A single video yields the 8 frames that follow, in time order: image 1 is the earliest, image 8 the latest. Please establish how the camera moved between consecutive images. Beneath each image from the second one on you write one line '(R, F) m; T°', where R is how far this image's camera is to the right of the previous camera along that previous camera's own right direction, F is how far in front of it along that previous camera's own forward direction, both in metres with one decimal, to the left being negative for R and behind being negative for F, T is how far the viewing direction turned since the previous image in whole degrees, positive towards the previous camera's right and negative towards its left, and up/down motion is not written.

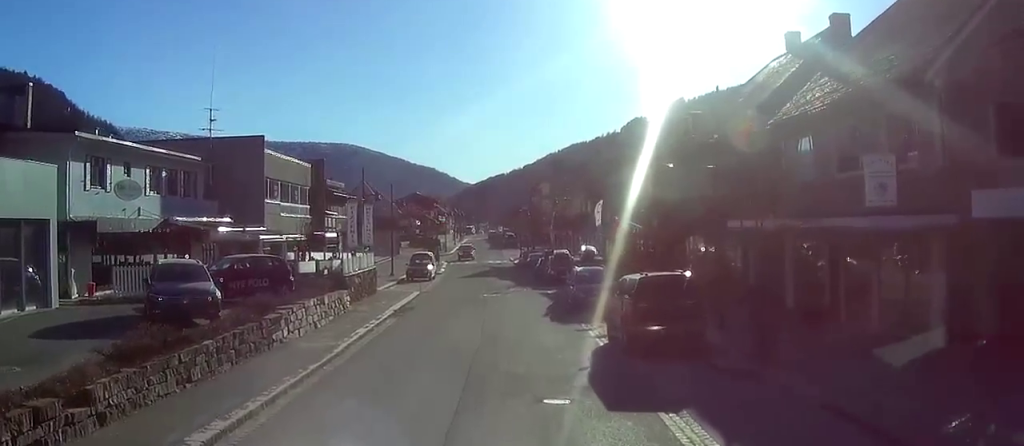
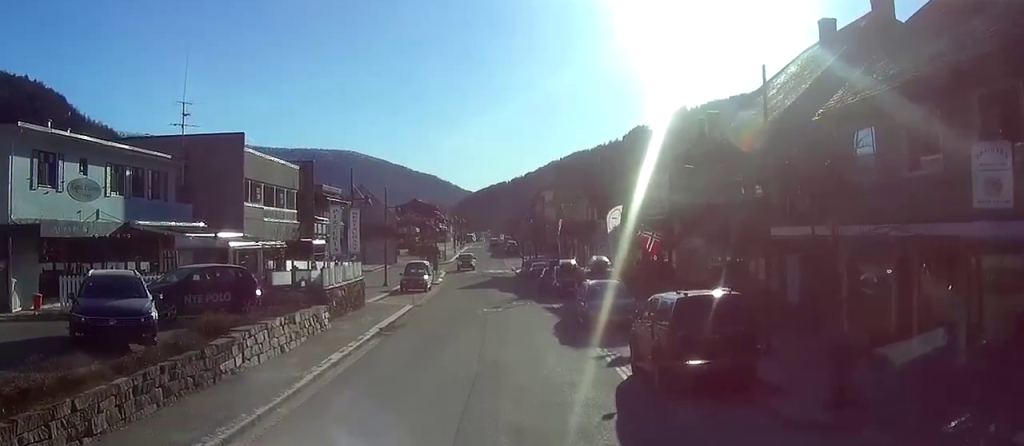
(+0.2, +5.2) m; +4°
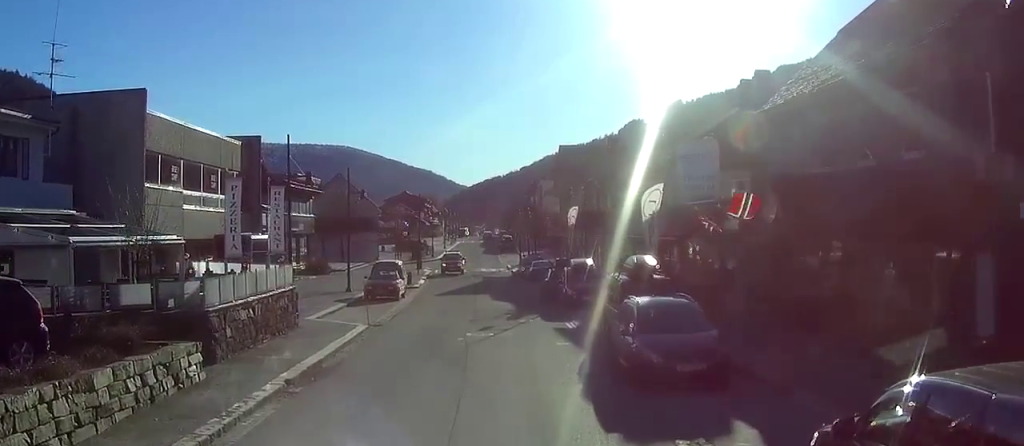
(+1.0, +14.6) m; +3°
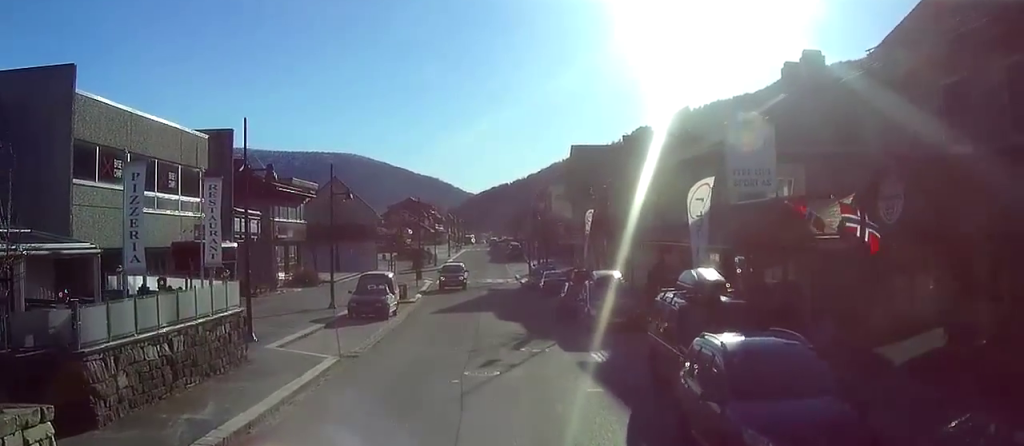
(-0.2, +7.4) m; -3°
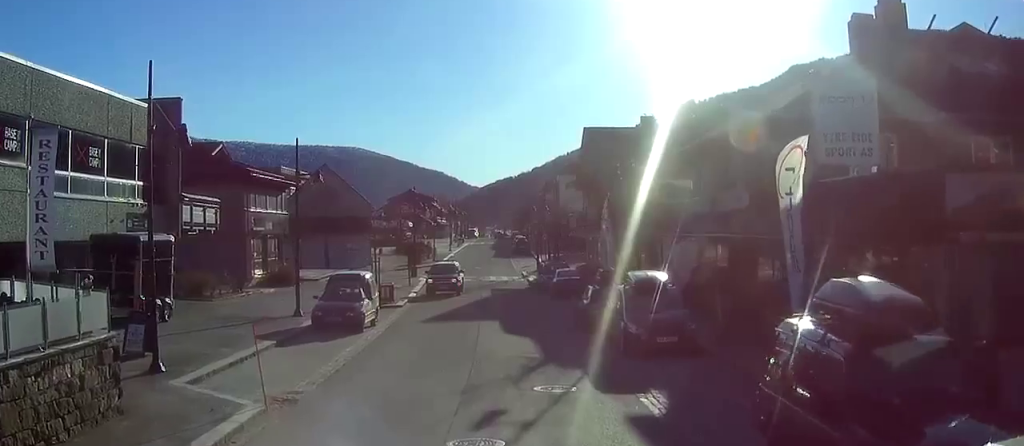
(-0.2, +8.1) m; -2°
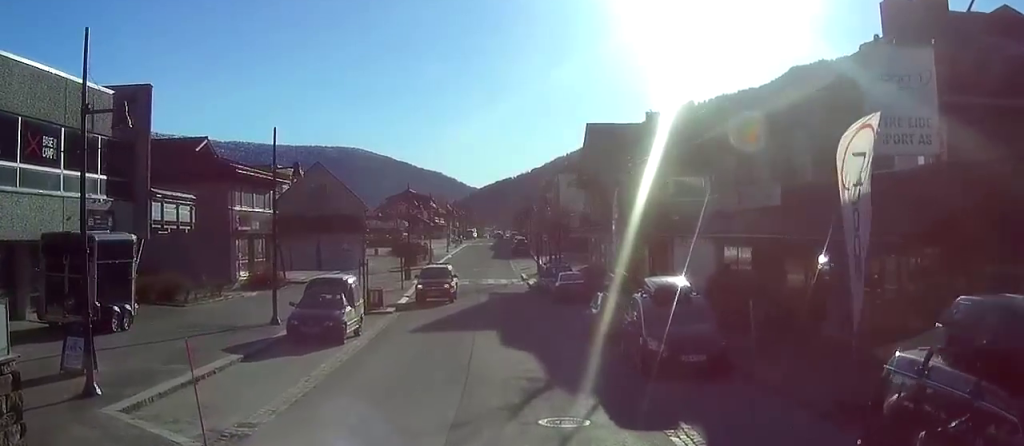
(0.0, +3.2) m; 0°
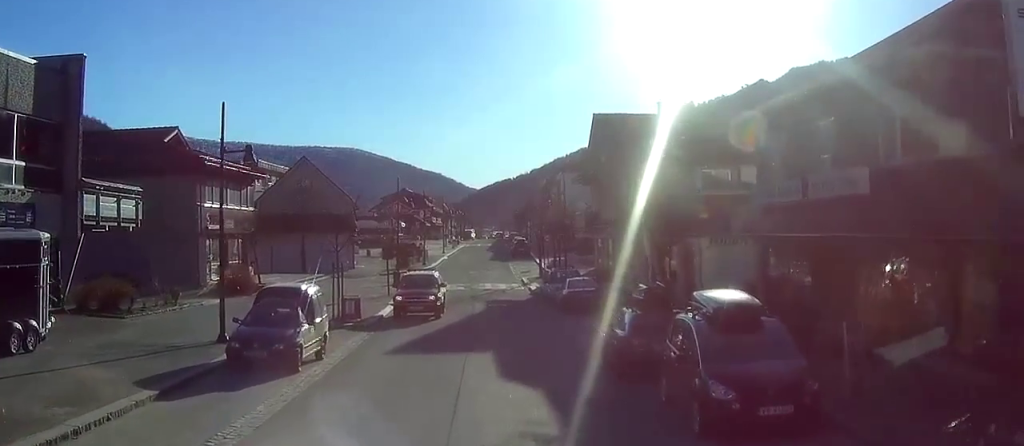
(0.0, +5.9) m; +6°
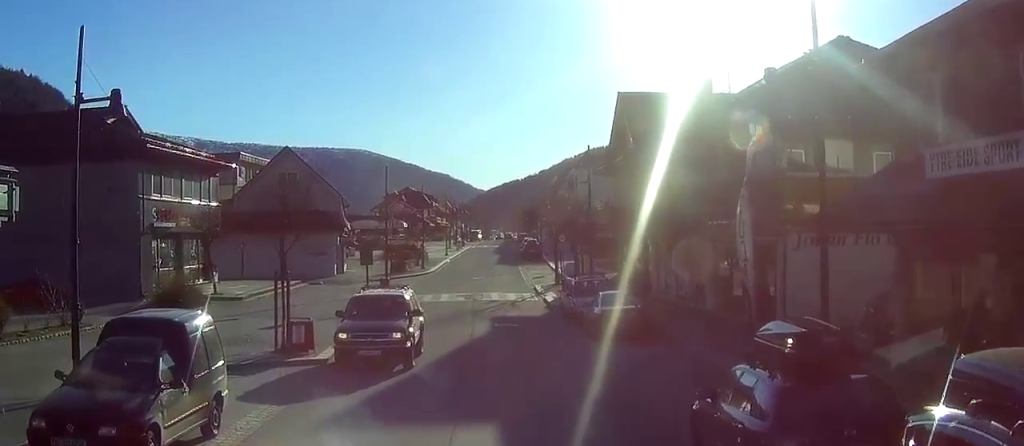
(+1.0, +10.7) m; +3°
